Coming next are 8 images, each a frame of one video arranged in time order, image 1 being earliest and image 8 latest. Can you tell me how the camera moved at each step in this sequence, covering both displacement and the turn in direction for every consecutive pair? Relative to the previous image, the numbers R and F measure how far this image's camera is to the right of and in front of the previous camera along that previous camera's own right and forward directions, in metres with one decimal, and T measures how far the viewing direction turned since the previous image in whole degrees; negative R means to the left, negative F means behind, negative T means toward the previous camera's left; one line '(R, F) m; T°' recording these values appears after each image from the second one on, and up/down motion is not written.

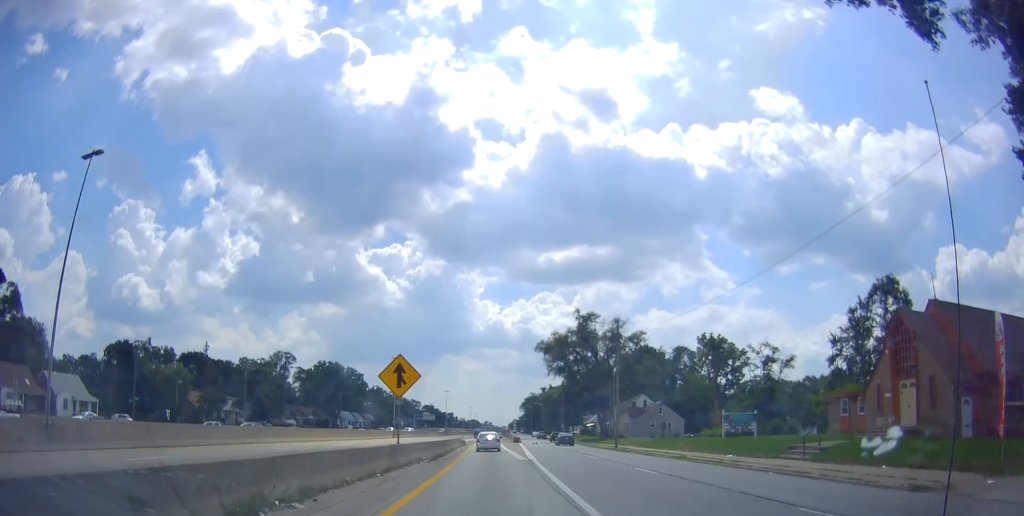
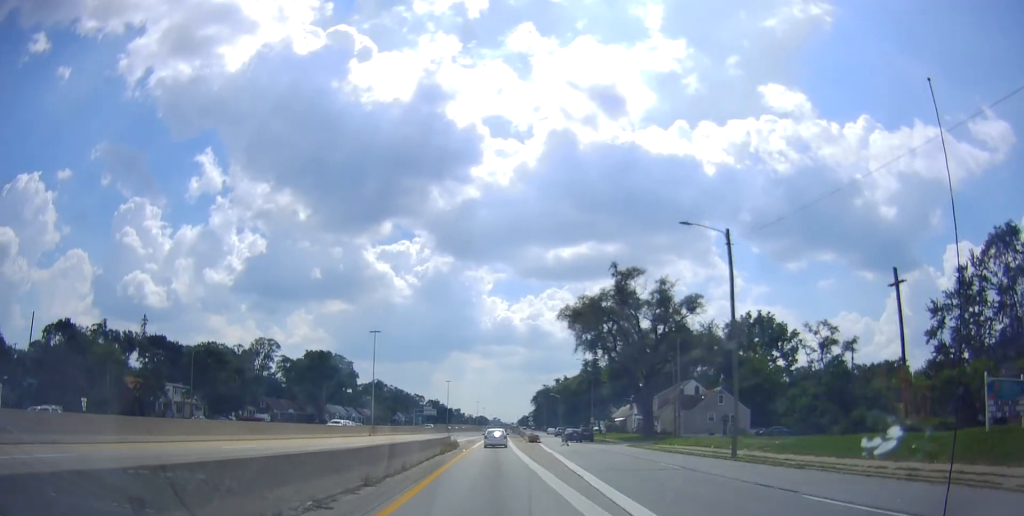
(-0.5, +24.1) m; -1°
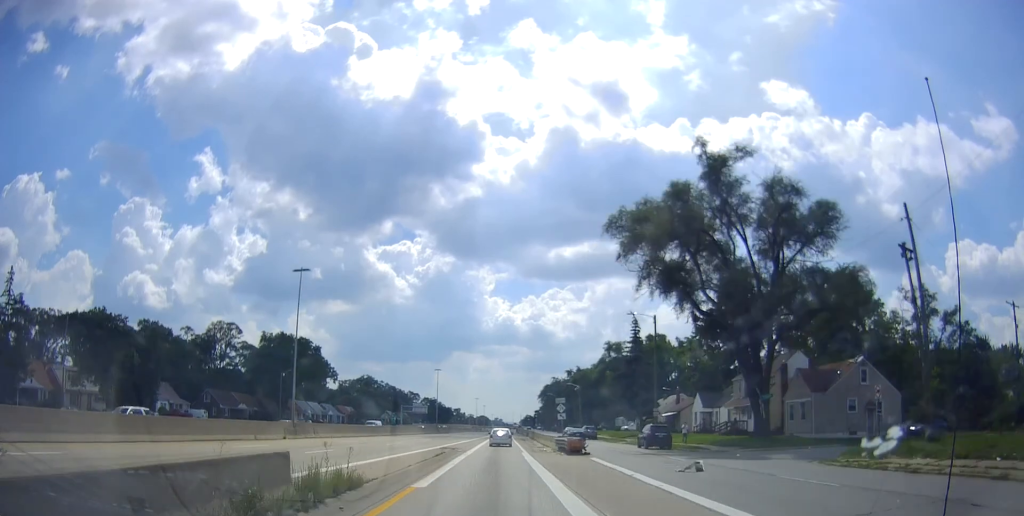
(+0.2, +31.6) m; 0°
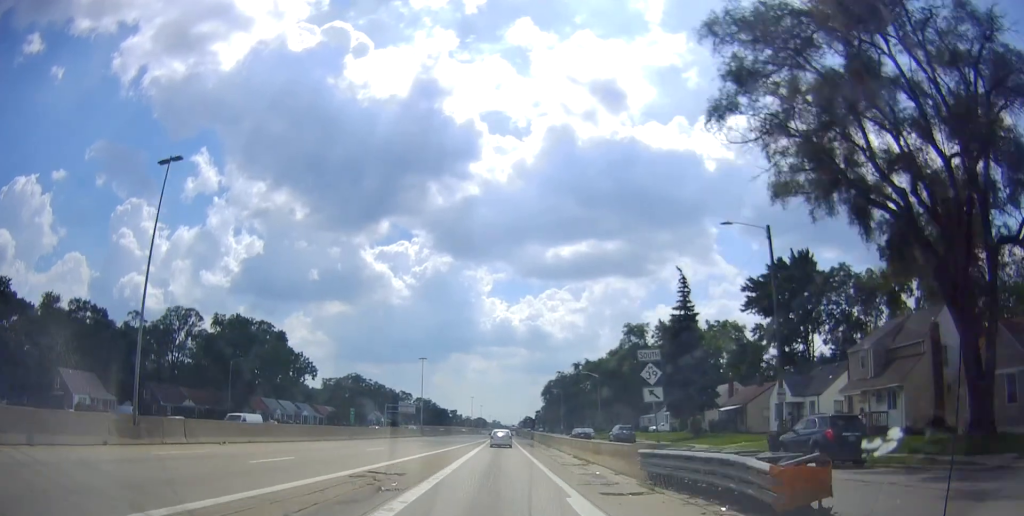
(-0.3, +22.7) m; -1°
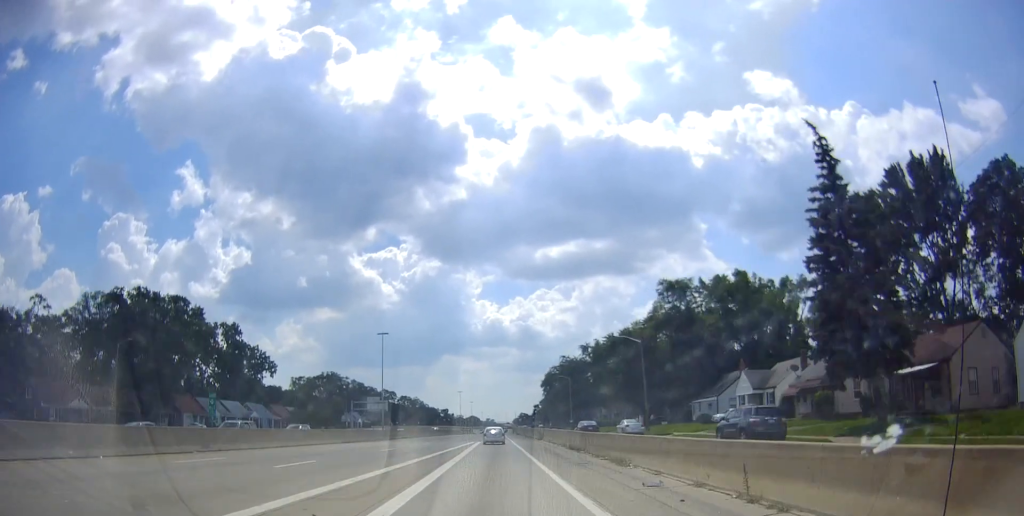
(-0.3, +30.6) m; -1°
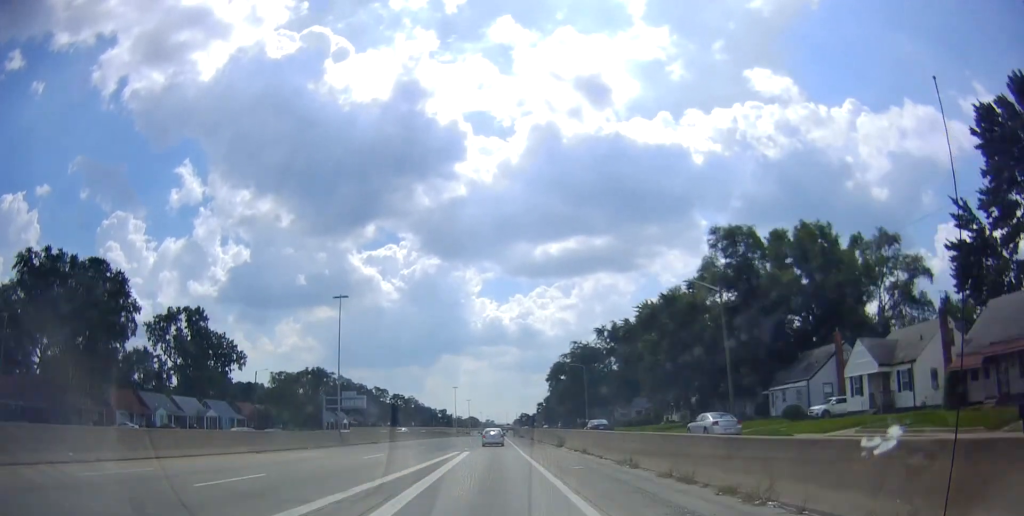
(0.0, +21.1) m; +1°
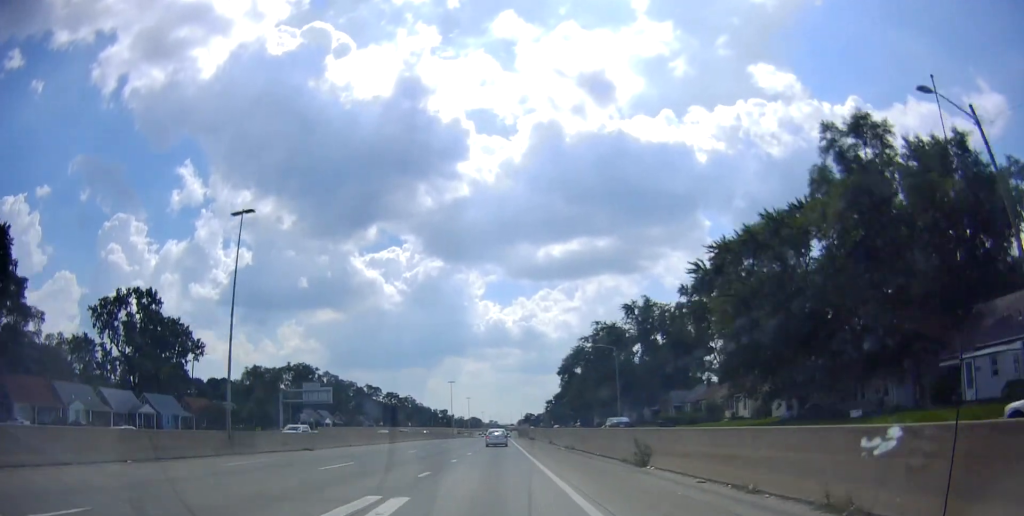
(+0.4, +24.1) m; +1°
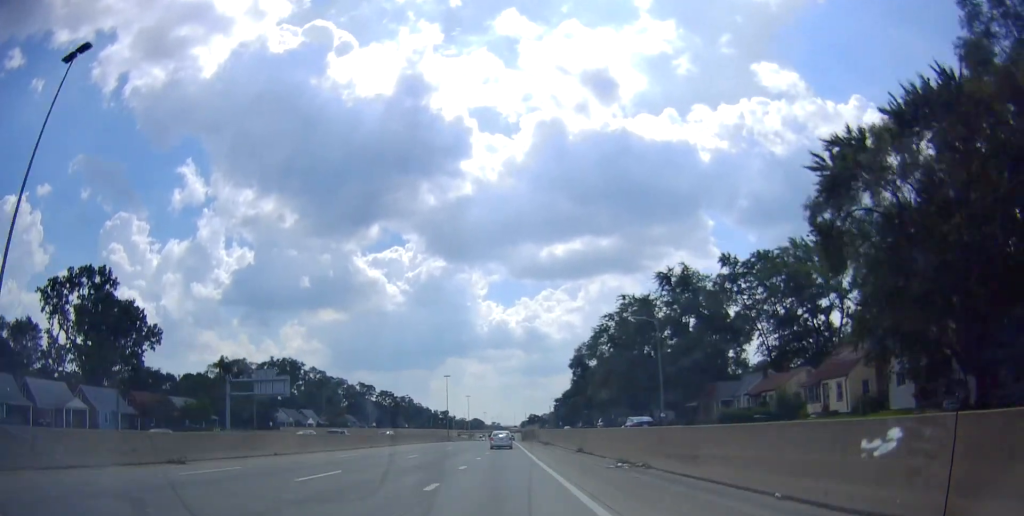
(+0.3, +18.6) m; 0°
